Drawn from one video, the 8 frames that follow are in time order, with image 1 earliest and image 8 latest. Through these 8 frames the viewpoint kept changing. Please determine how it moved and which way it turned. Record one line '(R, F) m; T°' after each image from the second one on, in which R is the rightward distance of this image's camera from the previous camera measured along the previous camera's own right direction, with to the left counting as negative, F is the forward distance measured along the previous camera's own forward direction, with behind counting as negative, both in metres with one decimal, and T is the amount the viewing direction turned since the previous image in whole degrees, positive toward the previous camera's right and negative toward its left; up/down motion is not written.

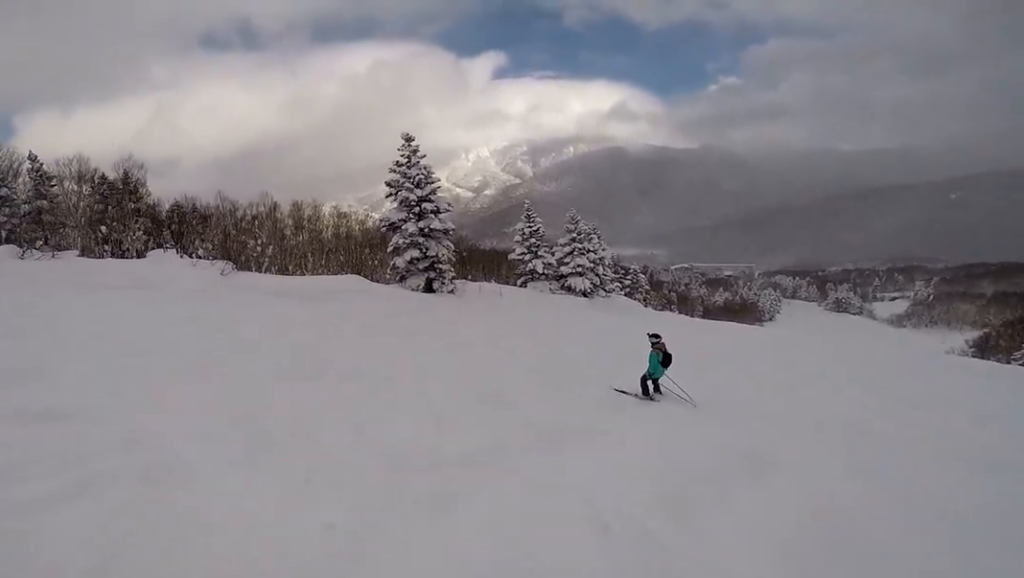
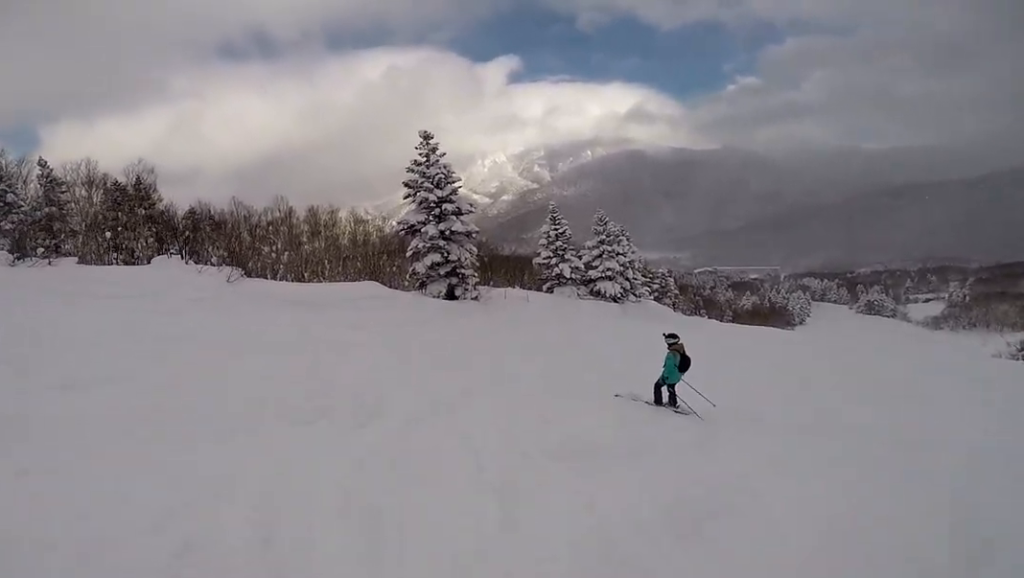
(+0.1, +1.7) m; +1°
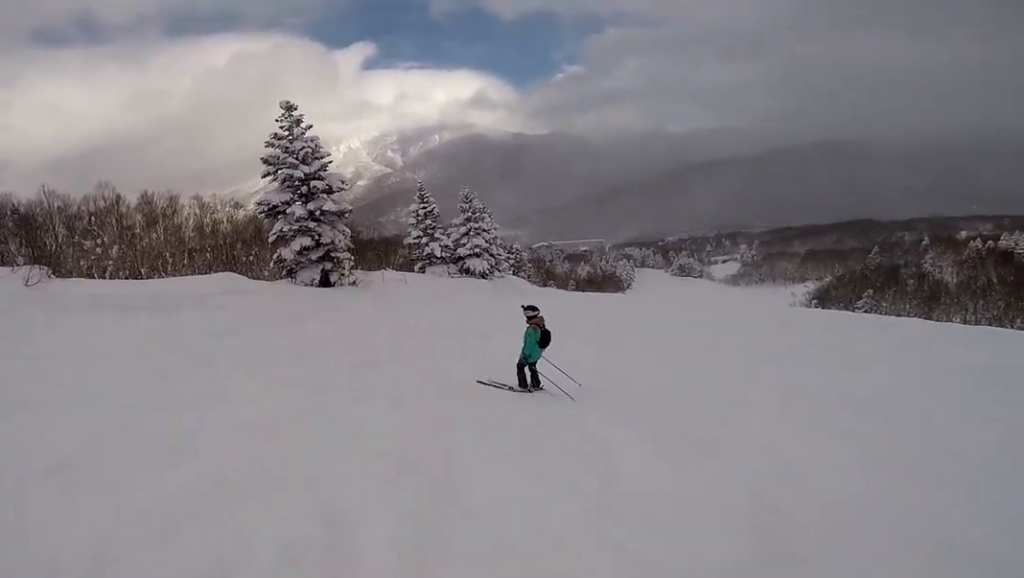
(+0.1, +3.0) m; +1°
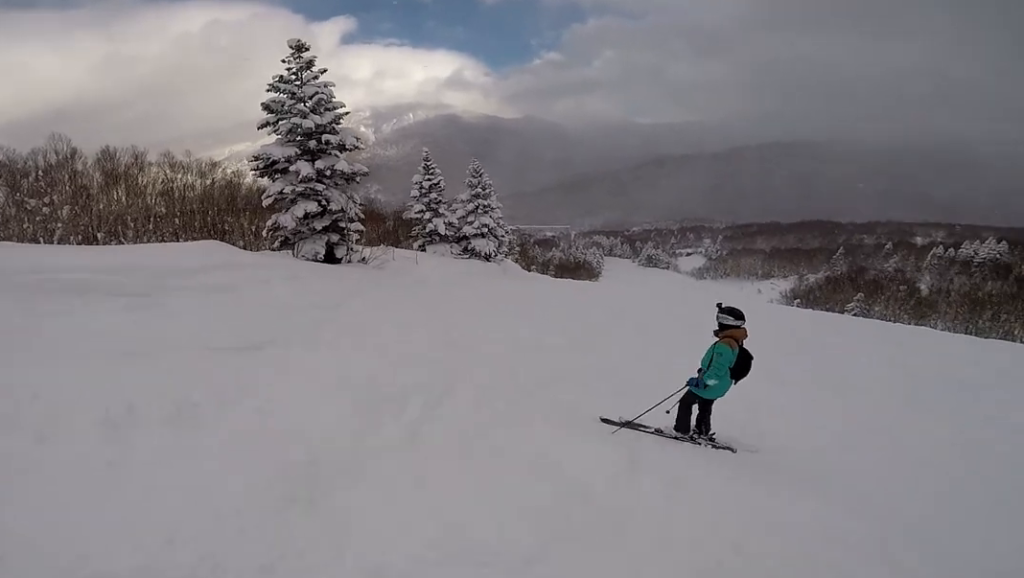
(-0.1, +5.7) m; -2°
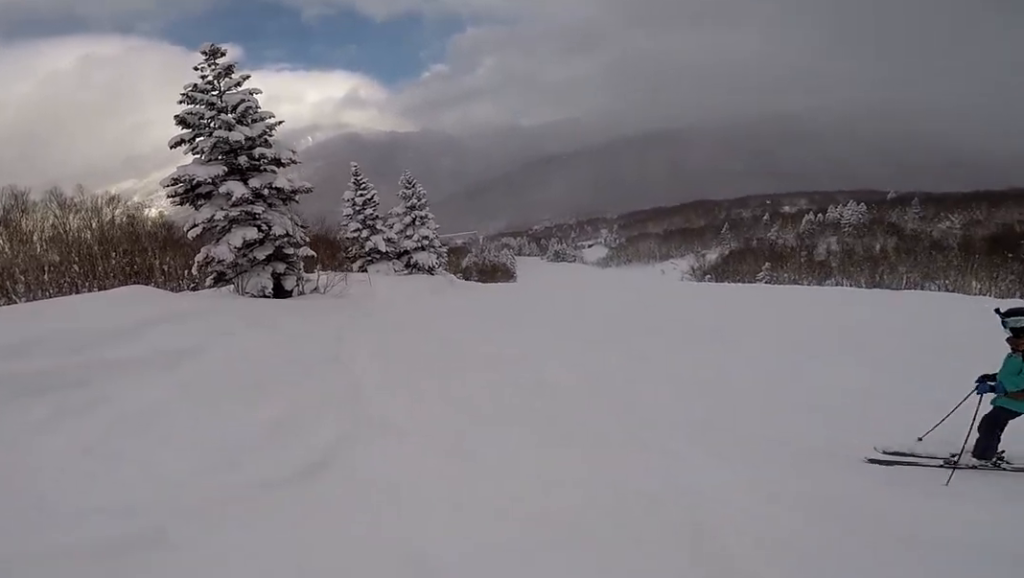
(+0.3, +4.3) m; +17°
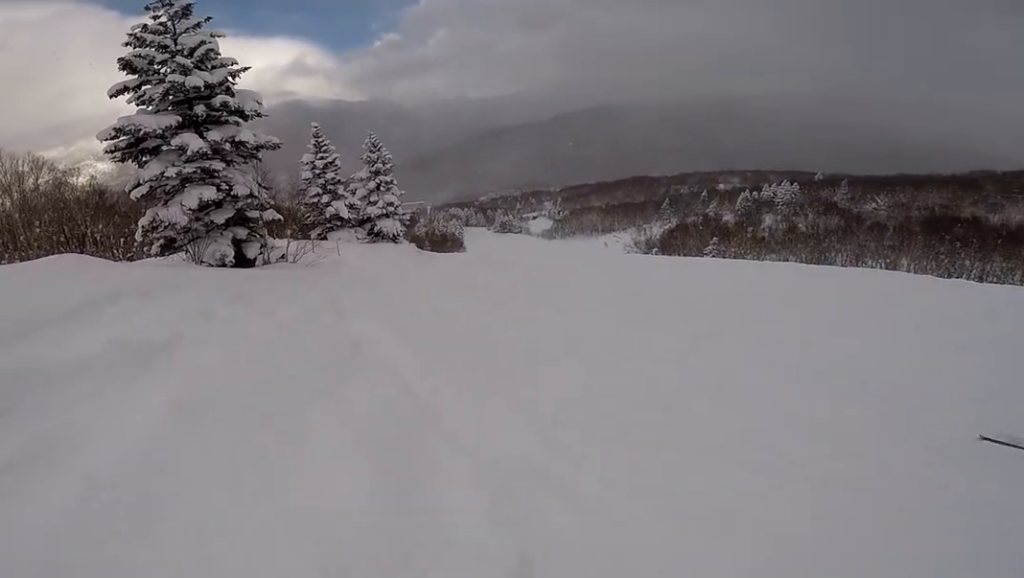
(+0.6, +2.7) m; +26°
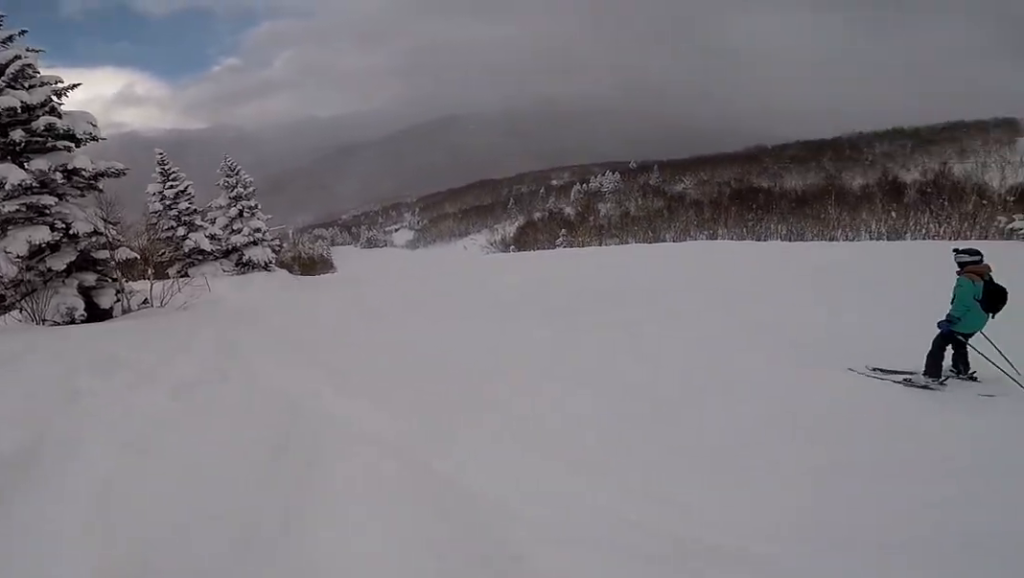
(+0.3, +1.7) m; +17°
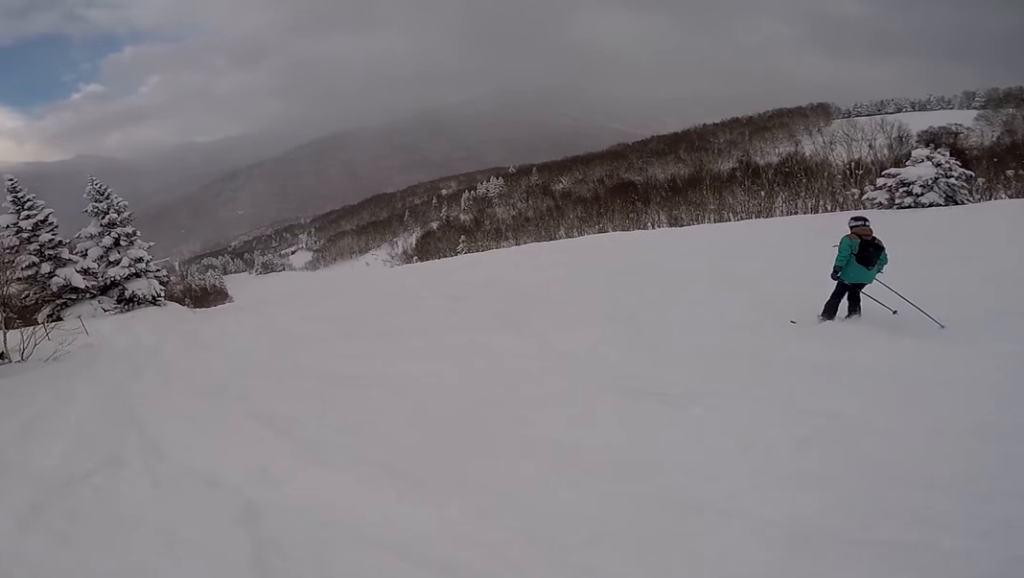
(+0.2, +1.8) m; +17°
